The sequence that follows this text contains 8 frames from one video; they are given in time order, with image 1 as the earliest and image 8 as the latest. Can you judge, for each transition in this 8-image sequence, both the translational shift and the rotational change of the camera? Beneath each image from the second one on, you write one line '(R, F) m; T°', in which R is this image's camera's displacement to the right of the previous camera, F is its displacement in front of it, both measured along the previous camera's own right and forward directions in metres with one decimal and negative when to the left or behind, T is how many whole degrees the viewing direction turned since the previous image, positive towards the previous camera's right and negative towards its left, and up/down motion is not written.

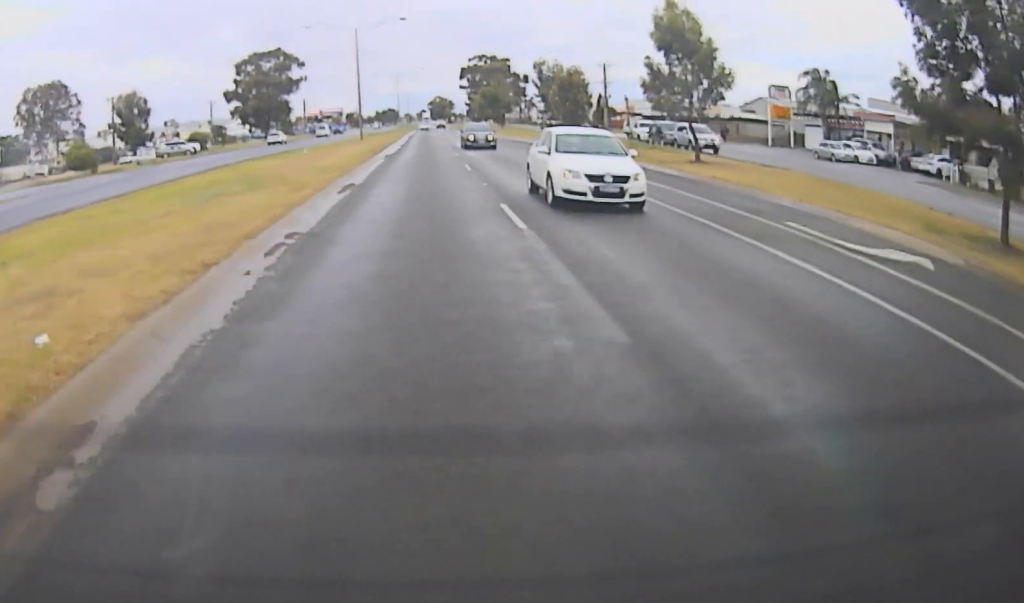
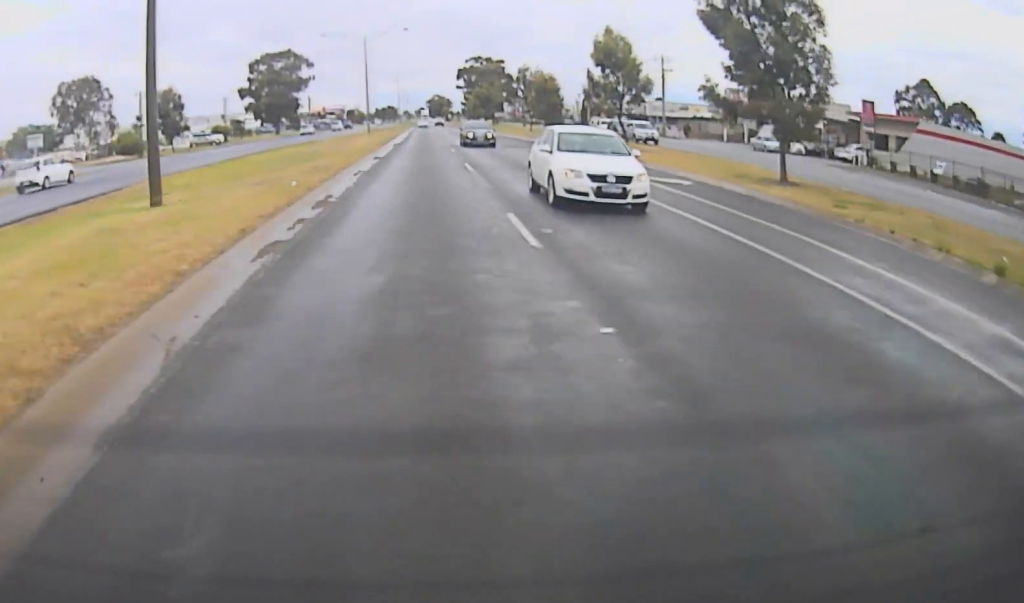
(0.0, +11.5) m; 0°
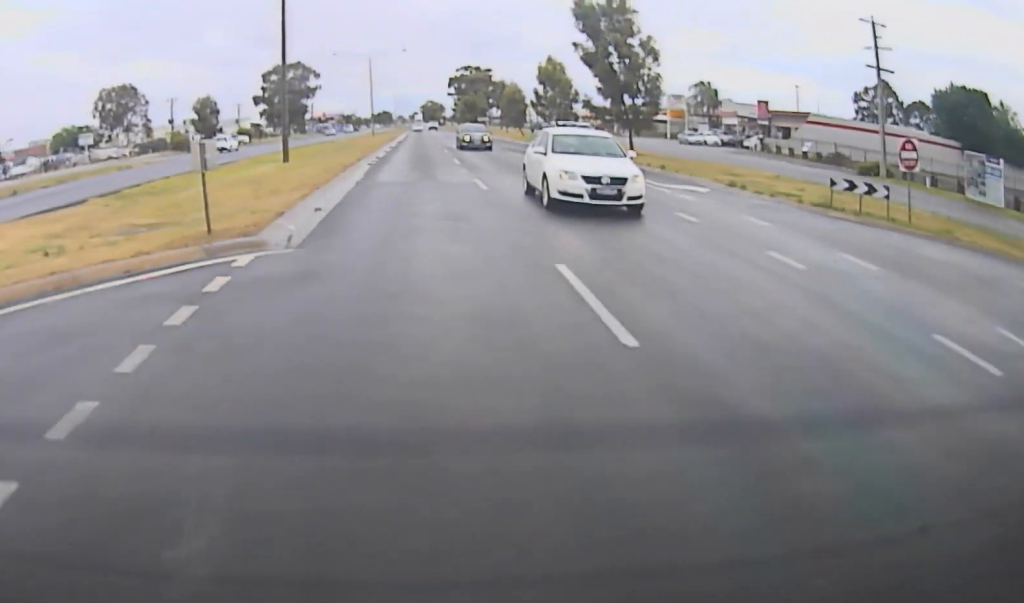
(-0.1, +18.4) m; 0°
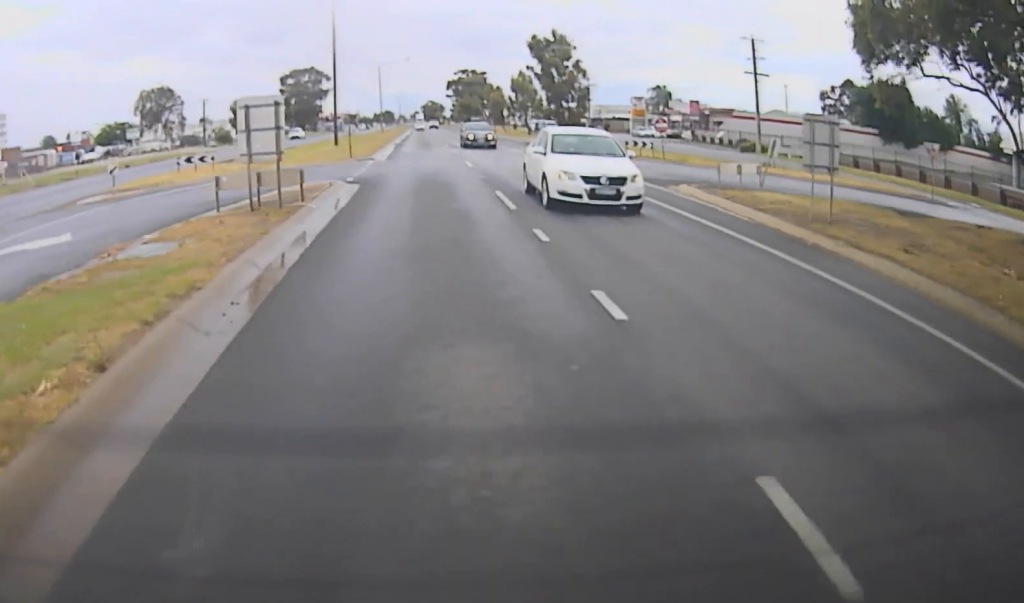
(+0.1, +20.2) m; 0°
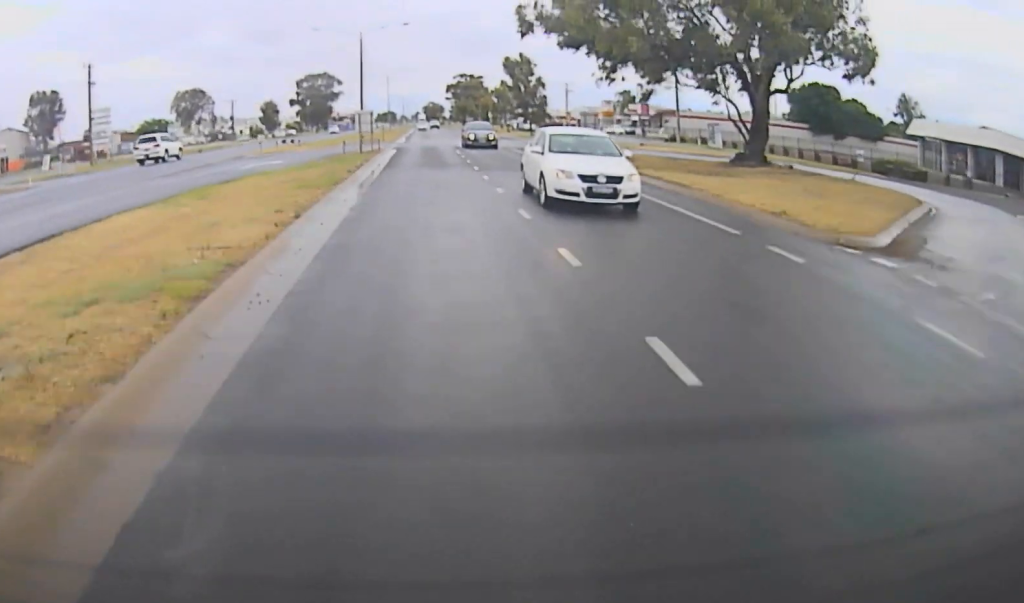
(-0.1, +22.5) m; 0°
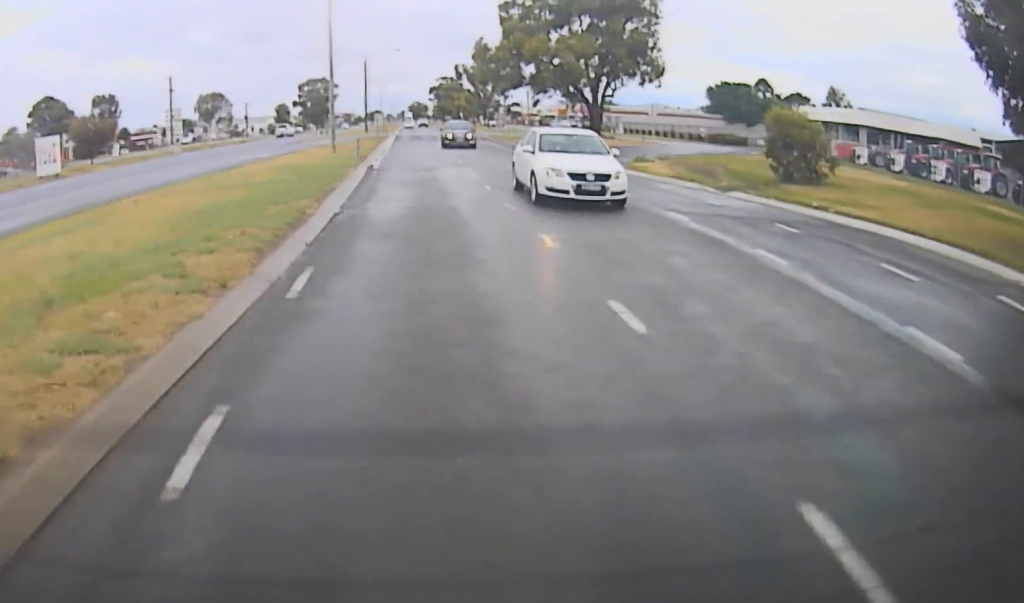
(+0.4, +30.9) m; +1°
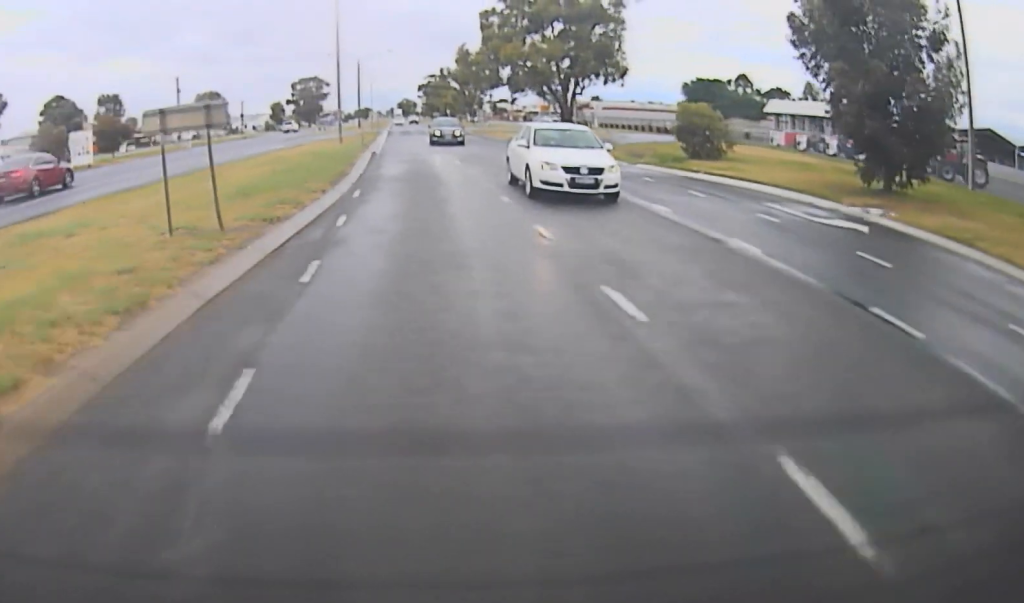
(0.0, +8.0) m; 0°
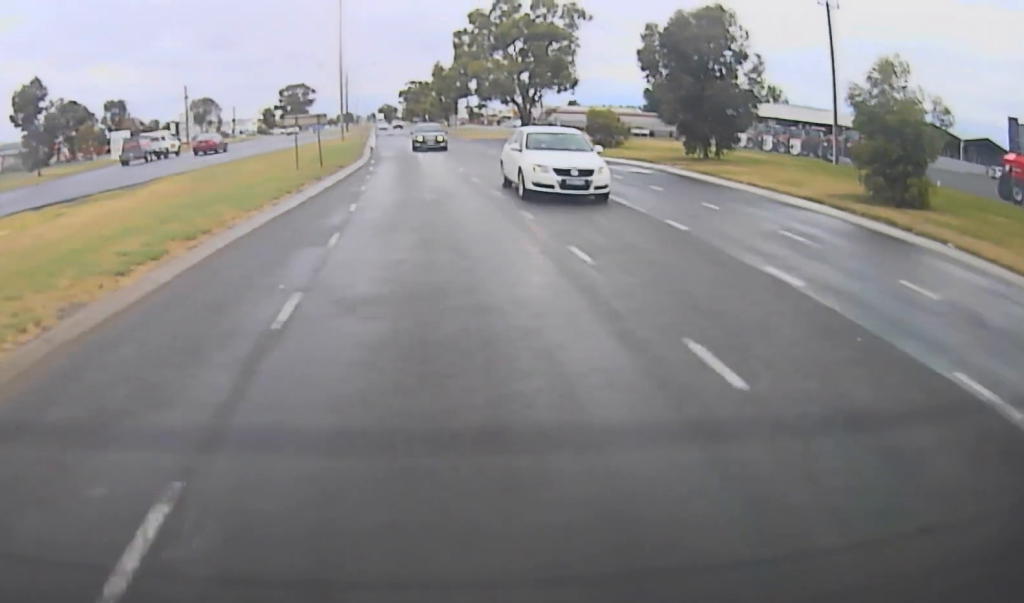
(0.0, +13.6) m; +1°
